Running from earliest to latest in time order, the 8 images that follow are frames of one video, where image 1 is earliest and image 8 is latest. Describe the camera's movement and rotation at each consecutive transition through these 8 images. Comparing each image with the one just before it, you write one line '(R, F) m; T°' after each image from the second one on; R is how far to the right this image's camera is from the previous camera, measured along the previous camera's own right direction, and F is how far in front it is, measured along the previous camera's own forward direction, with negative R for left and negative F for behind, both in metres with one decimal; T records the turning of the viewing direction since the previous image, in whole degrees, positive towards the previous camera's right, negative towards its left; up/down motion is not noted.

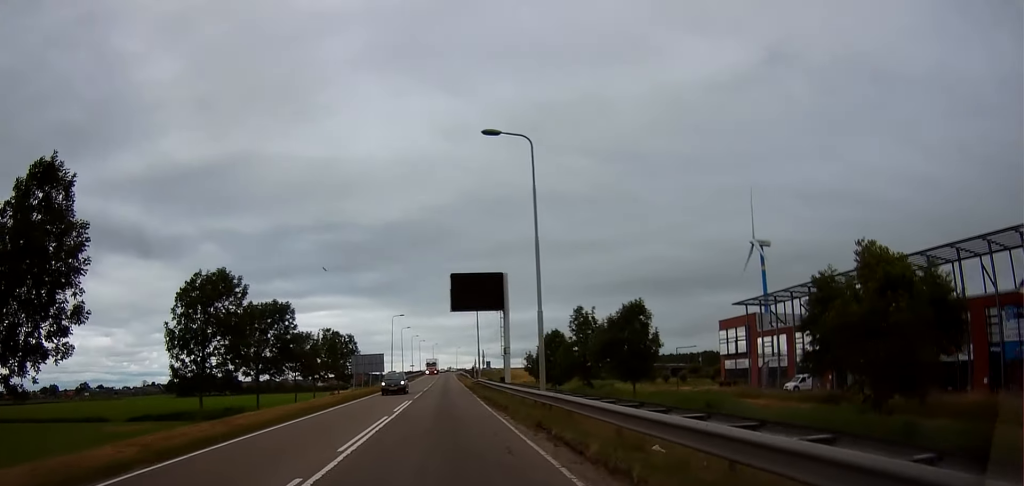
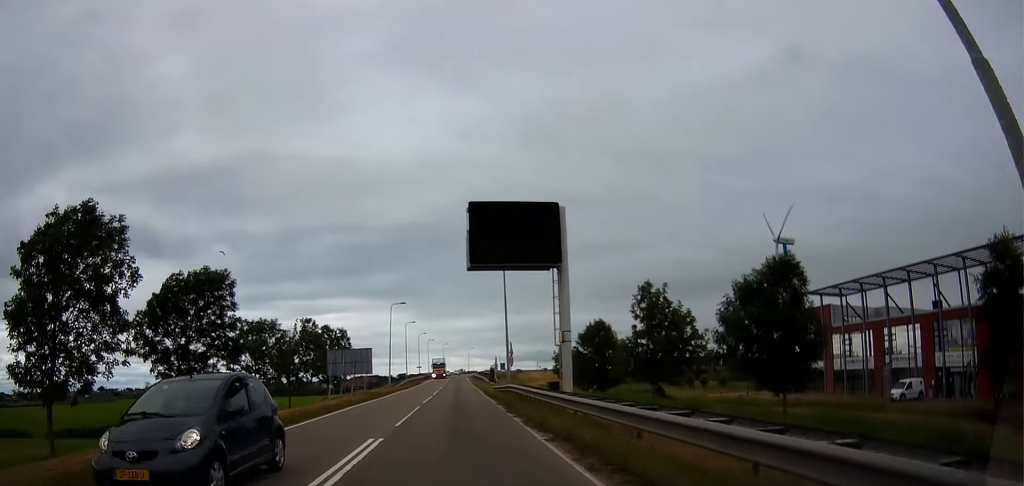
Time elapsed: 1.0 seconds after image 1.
(-0.5, +16.4) m; -2°
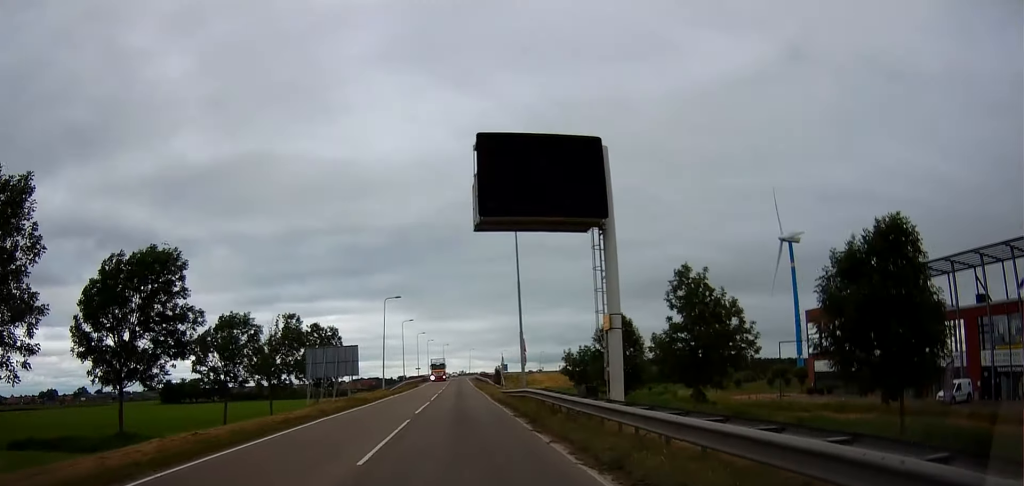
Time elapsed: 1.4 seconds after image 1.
(0.0, +6.6) m; 0°
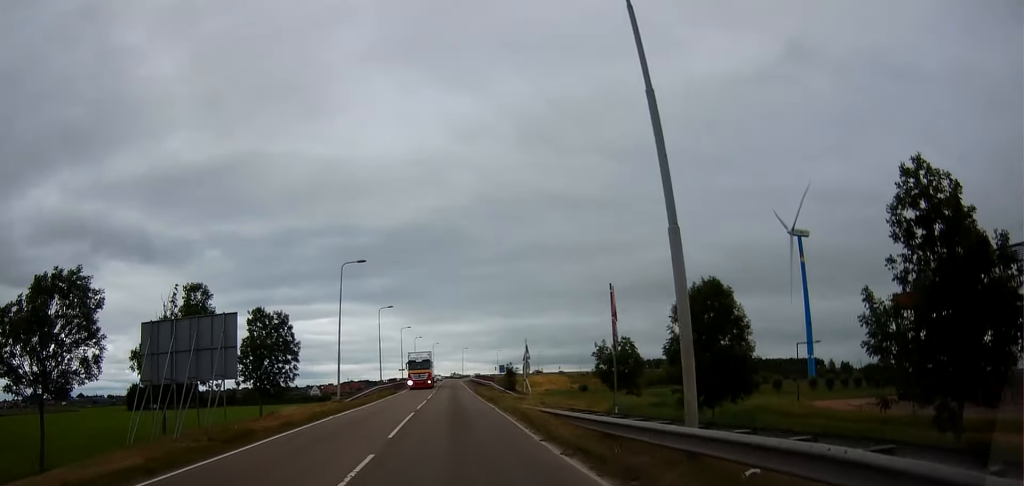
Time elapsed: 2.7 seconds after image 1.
(0.0, +19.1) m; +2°
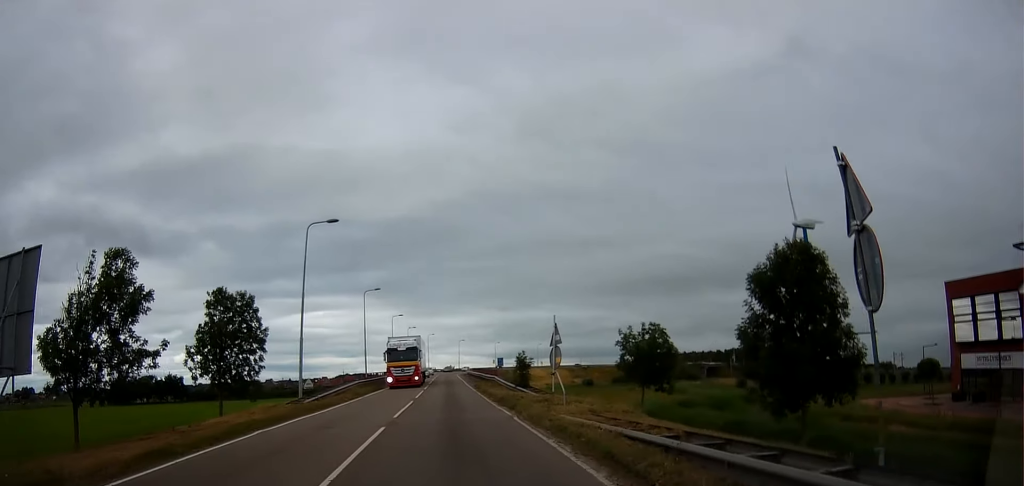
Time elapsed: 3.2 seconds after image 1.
(+0.3, +8.8) m; 0°
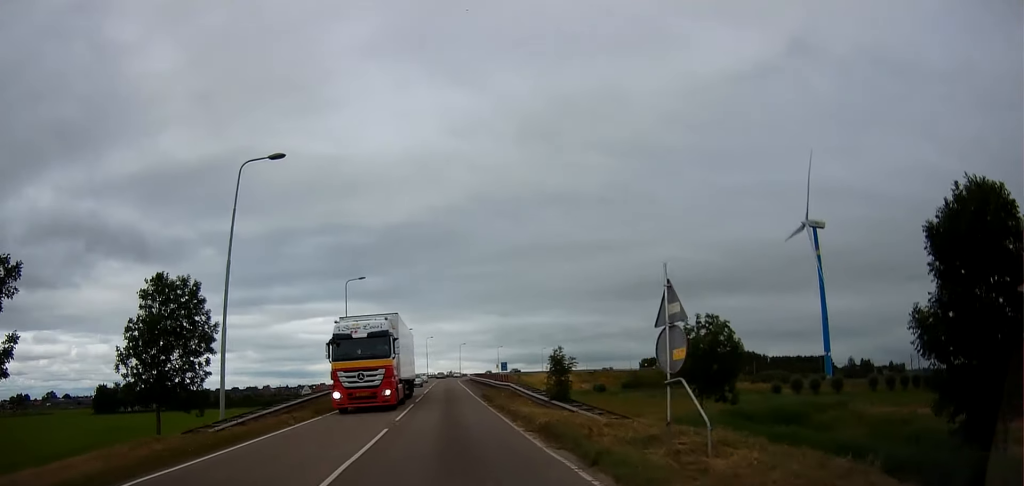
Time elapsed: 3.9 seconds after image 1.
(0.0, +10.5) m; 0°
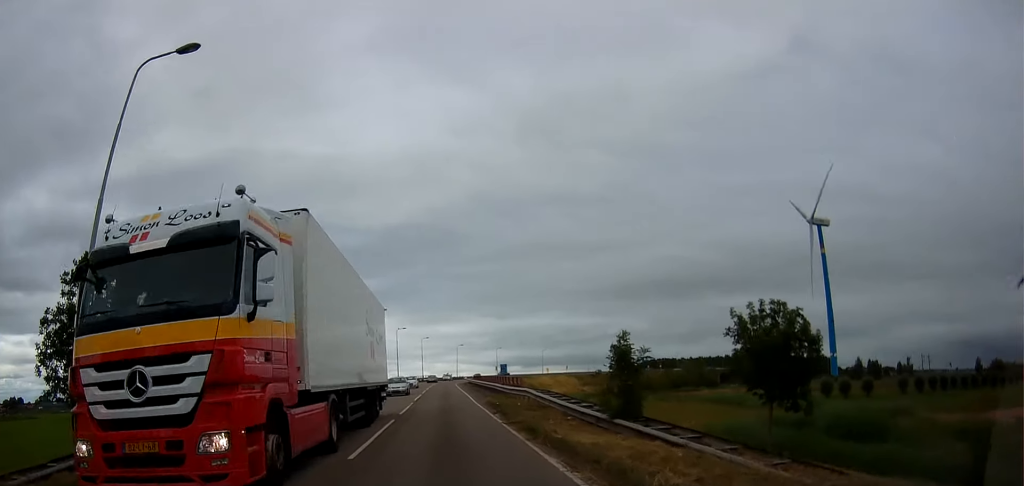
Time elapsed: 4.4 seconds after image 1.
(-0.3, +8.2) m; 0°
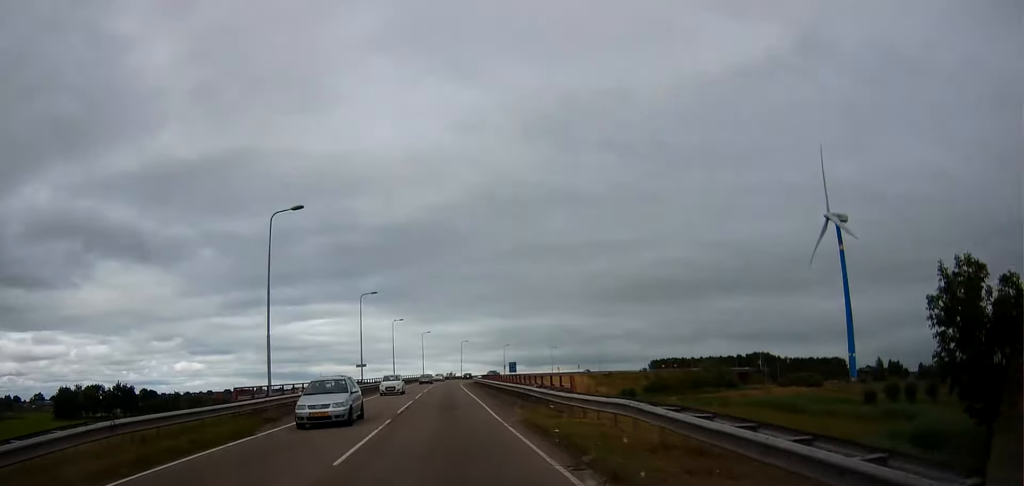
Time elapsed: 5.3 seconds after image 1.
(+0.3, +13.0) m; 0°
